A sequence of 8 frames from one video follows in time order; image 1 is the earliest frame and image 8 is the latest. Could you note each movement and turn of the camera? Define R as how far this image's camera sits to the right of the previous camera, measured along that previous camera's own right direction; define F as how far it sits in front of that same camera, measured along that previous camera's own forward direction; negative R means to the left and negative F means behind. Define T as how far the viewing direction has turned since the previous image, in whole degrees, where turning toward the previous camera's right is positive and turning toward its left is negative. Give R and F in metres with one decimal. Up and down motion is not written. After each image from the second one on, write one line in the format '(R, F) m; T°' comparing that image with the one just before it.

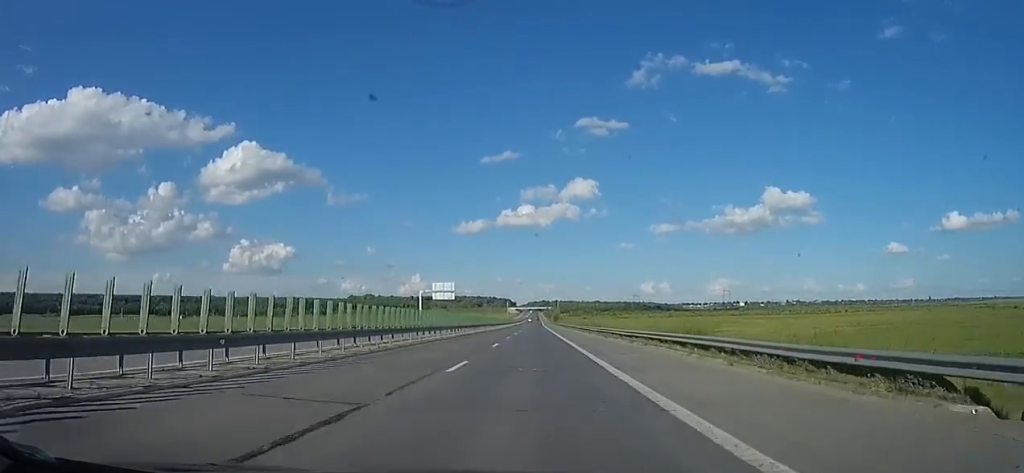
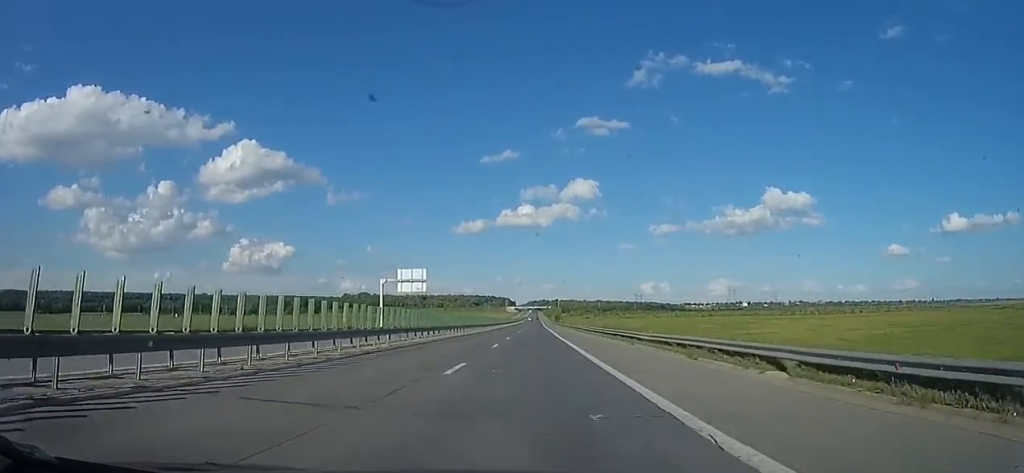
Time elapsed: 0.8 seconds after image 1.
(-0.2, +24.2) m; 0°
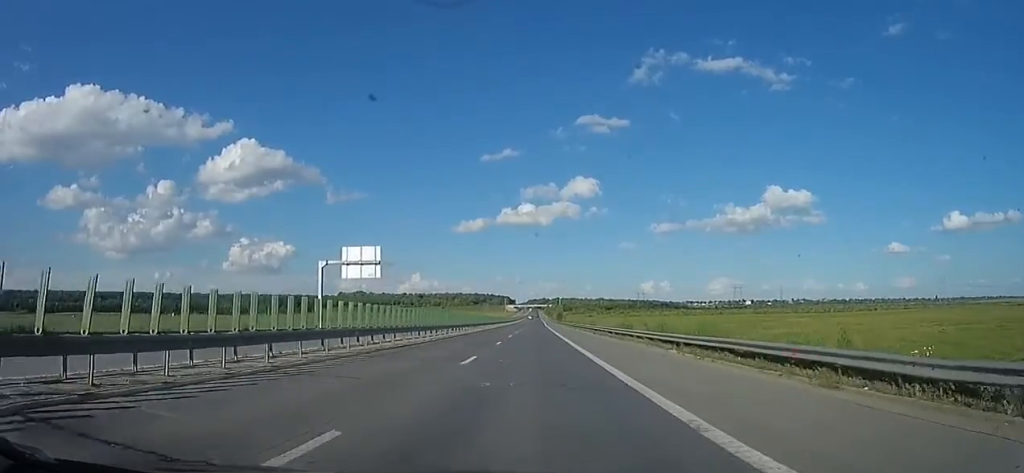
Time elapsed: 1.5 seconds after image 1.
(-0.1, +21.0) m; 0°
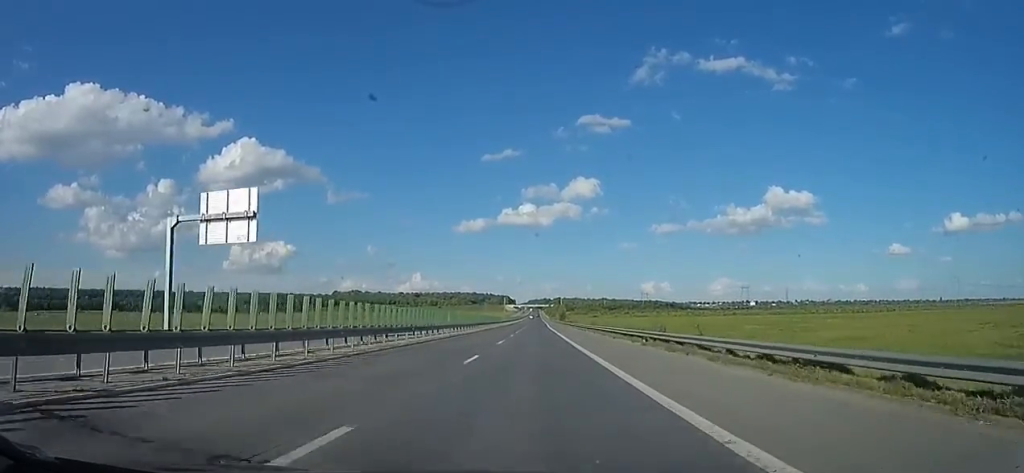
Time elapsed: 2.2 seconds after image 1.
(0.0, +23.6) m; +1°
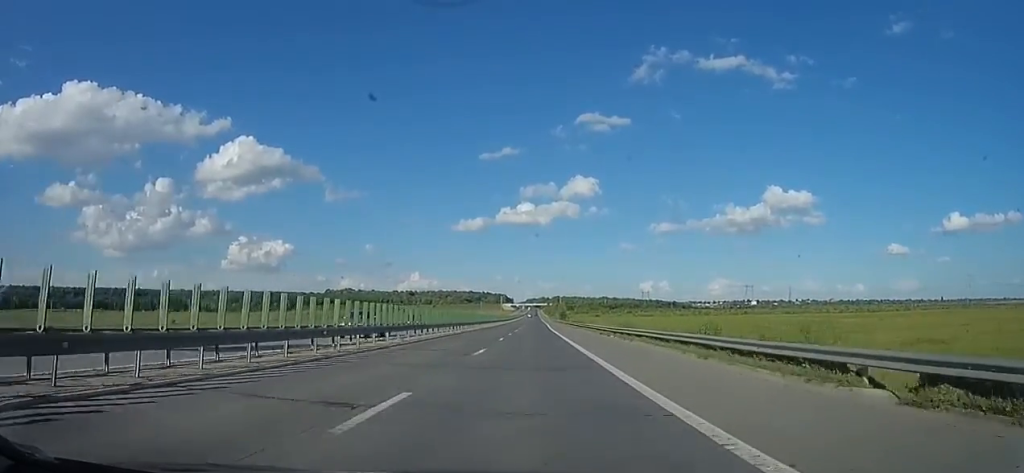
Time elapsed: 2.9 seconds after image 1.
(+0.1, +21.1) m; +2°
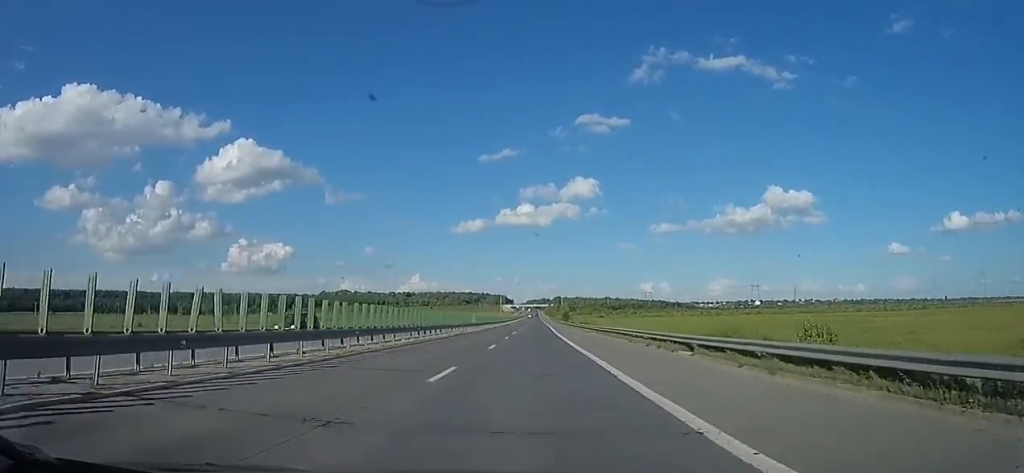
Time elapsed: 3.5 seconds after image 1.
(+0.4, +19.0) m; +1°
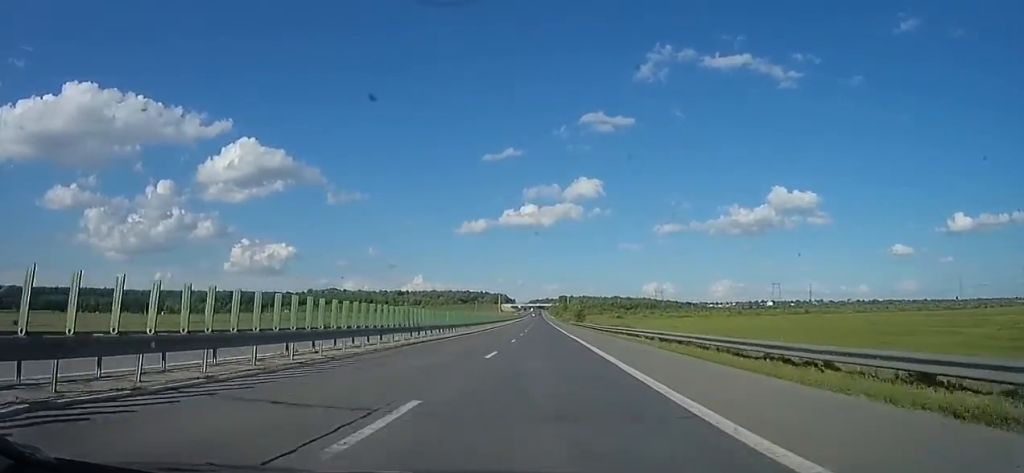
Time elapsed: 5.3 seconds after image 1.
(-0.8, +53.4) m; -3°
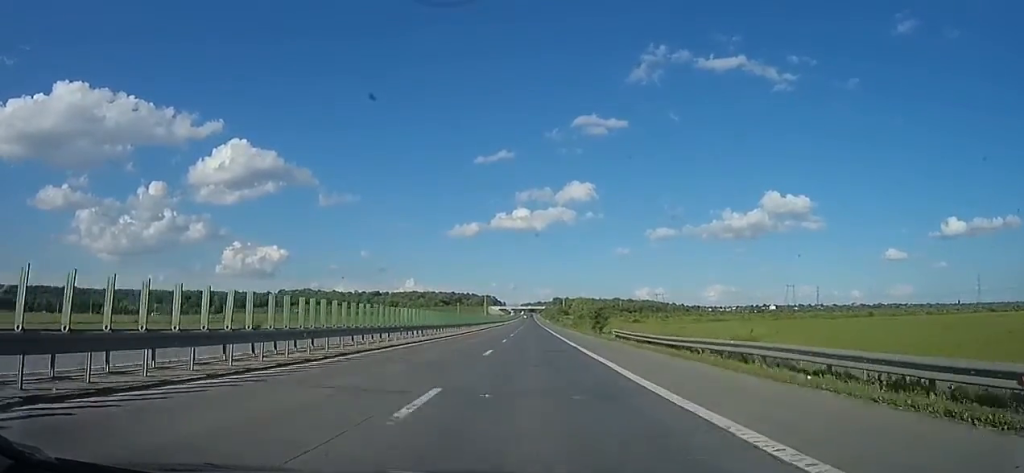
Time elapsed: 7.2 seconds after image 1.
(-0.5, +57.9) m; 0°
